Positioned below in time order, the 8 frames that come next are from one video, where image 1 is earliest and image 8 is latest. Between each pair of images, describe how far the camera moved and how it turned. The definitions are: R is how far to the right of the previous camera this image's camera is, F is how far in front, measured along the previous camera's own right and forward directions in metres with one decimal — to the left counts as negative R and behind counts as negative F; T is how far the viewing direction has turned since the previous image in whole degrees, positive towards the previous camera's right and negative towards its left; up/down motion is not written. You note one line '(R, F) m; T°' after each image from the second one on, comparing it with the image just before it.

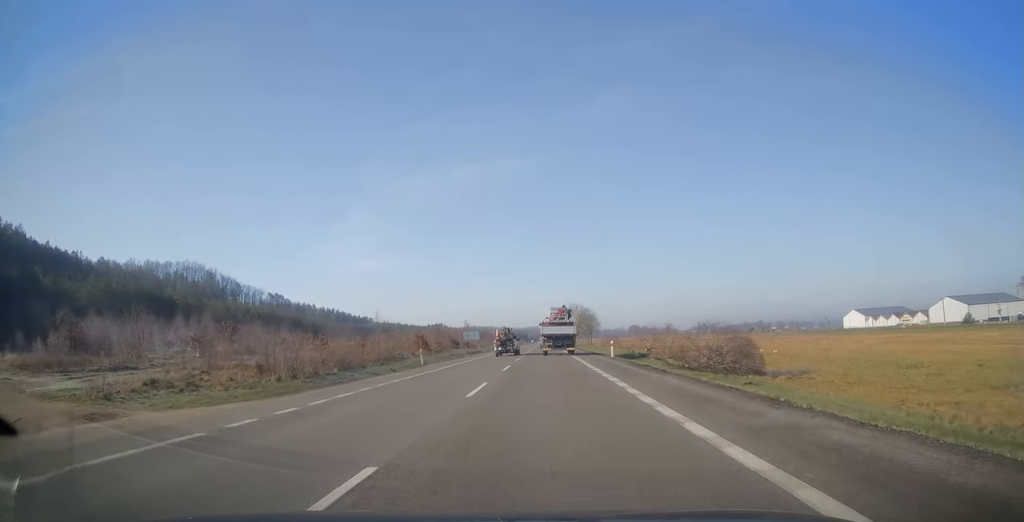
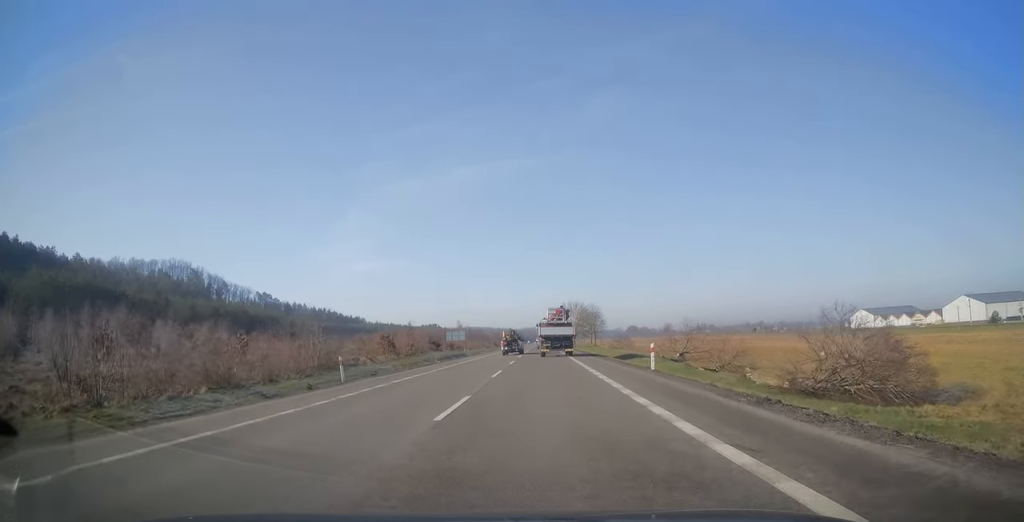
(-0.1, +15.5) m; 0°
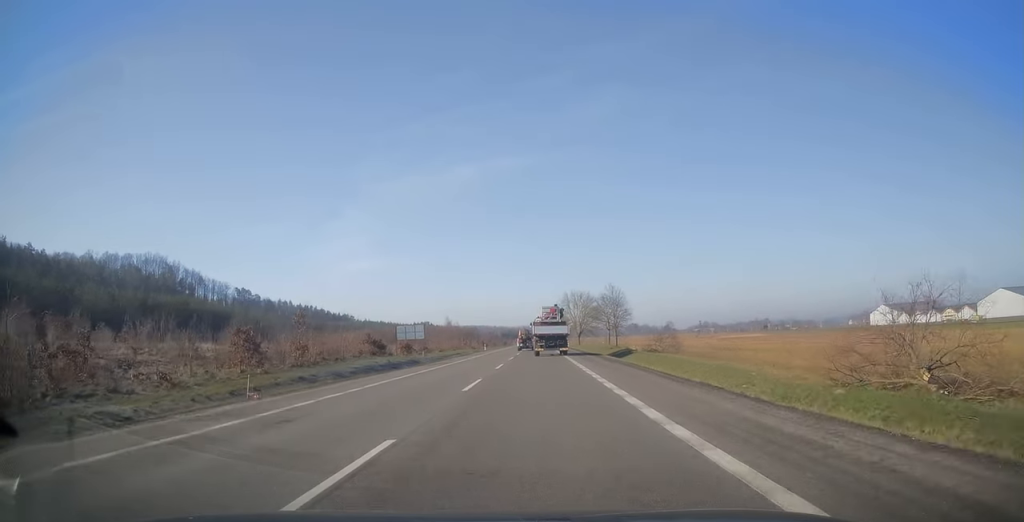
(+0.3, +30.0) m; 0°
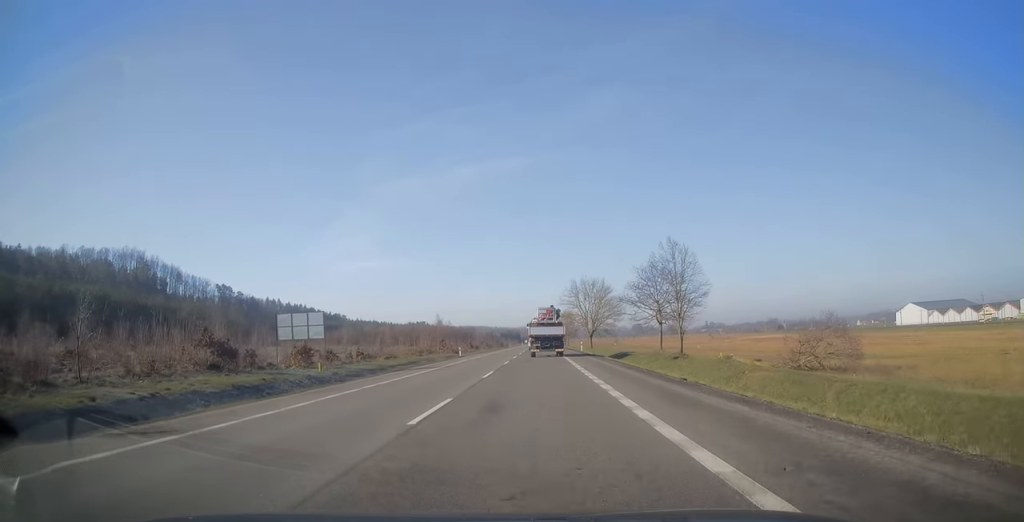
(-0.4, +30.0) m; 0°
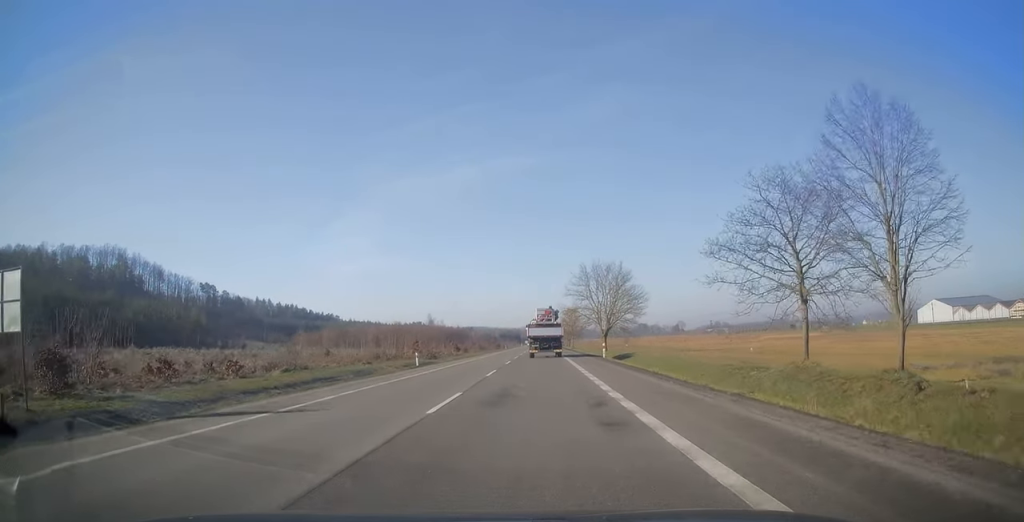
(+0.1, +22.4) m; 0°
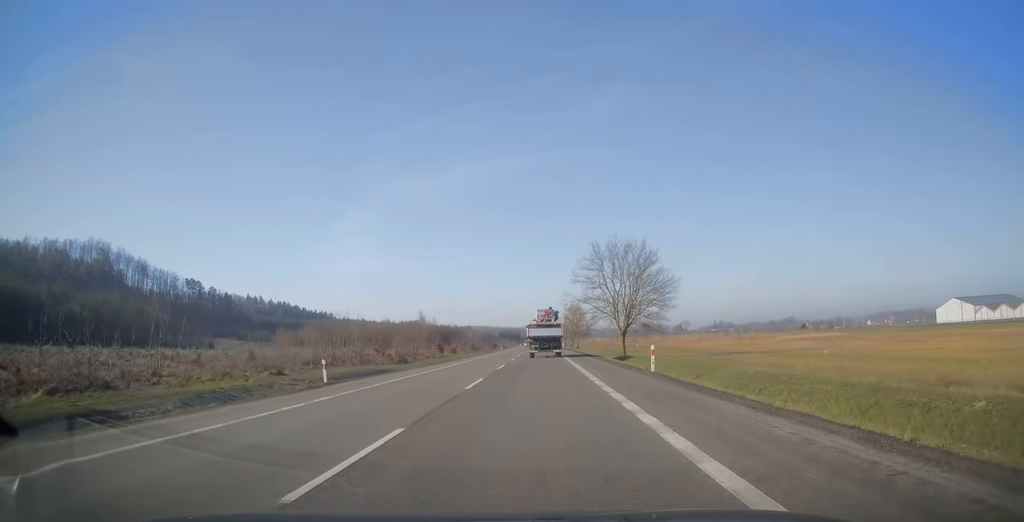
(0.0, +18.0) m; 0°
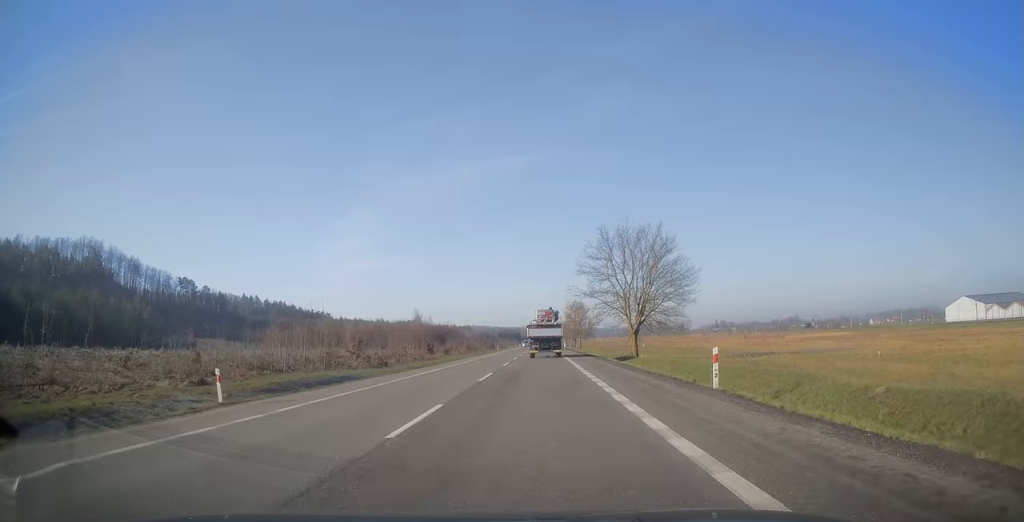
(0.0, +8.4) m; 0°
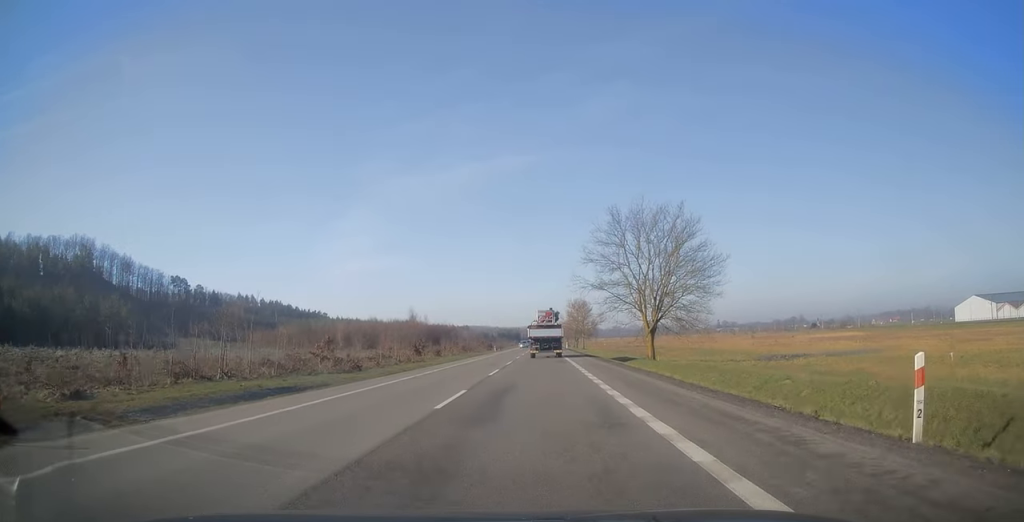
(+0.1, +8.4) m; 0°
